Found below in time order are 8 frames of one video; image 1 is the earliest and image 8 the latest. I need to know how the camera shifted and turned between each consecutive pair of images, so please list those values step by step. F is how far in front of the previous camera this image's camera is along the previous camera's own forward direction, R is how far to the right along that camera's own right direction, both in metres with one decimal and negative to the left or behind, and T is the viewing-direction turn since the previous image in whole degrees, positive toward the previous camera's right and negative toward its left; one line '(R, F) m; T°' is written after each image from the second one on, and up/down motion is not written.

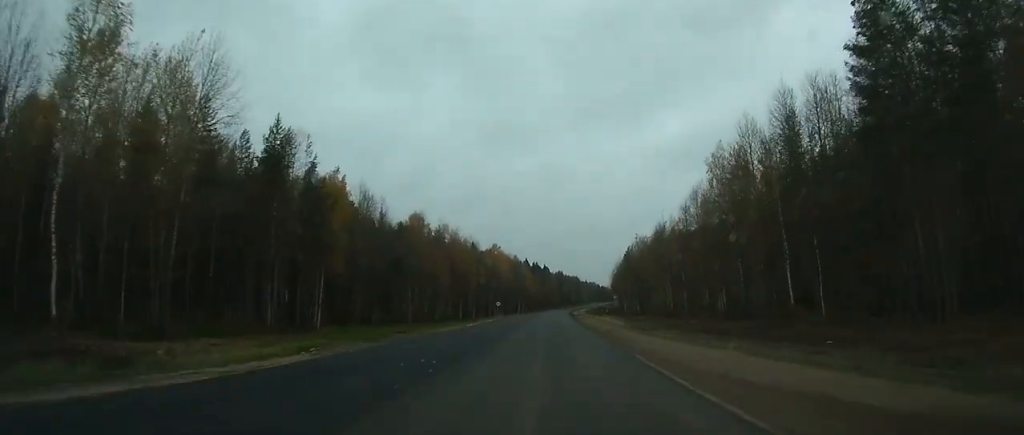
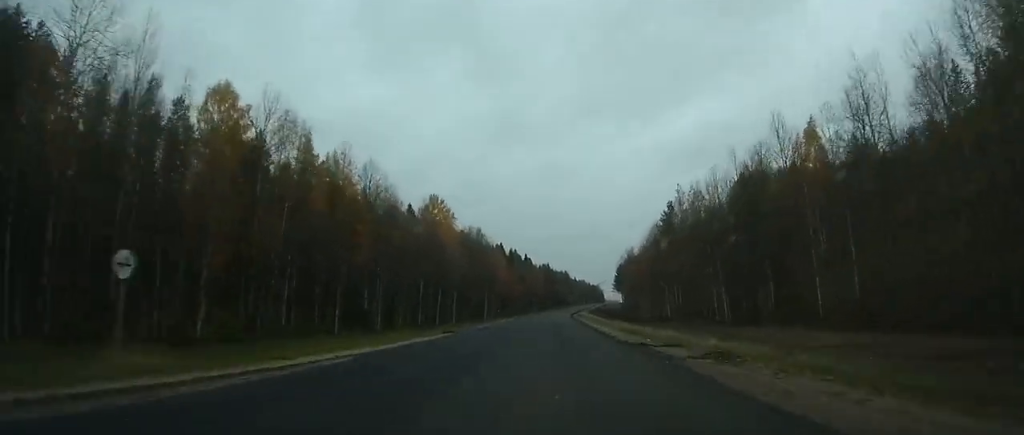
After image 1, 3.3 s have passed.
(+1.0, +88.7) m; +1°
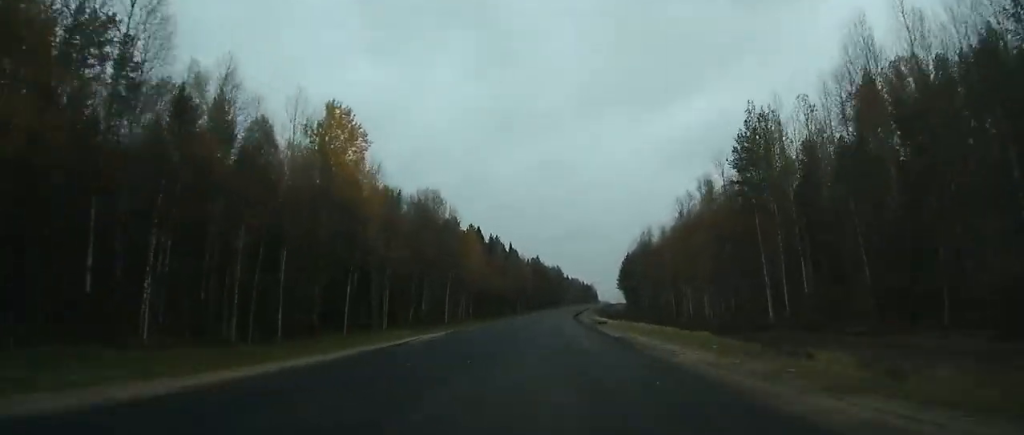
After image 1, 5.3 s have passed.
(+0.5, +54.7) m; +1°
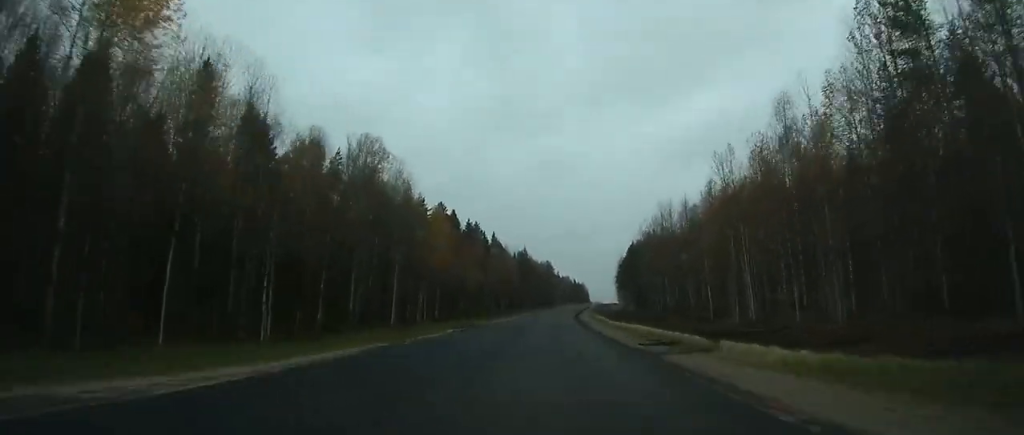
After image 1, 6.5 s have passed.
(+0.2, +35.7) m; +1°
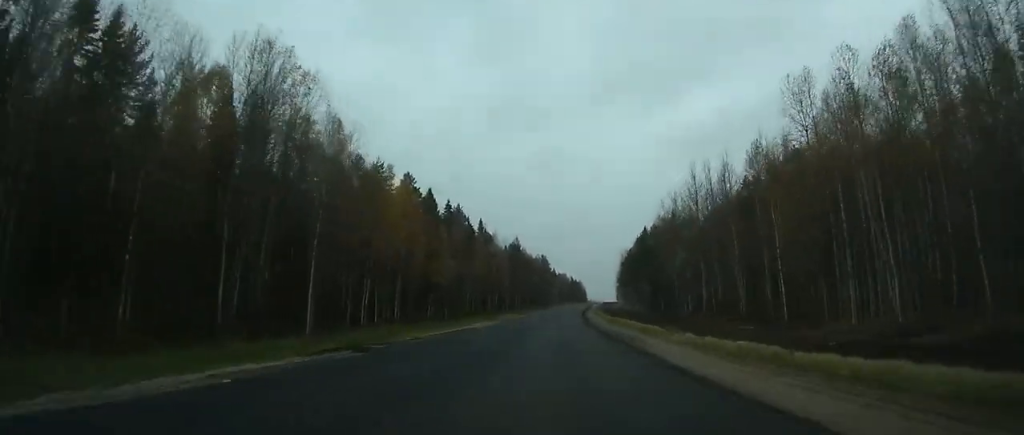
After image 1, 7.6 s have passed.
(+0.1, +29.6) m; +1°
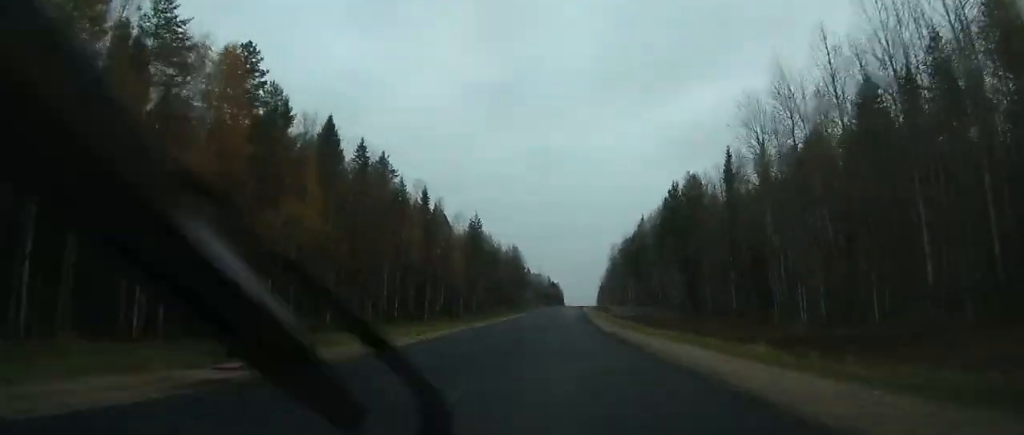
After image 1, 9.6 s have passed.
(+0.9, +54.4) m; +2°
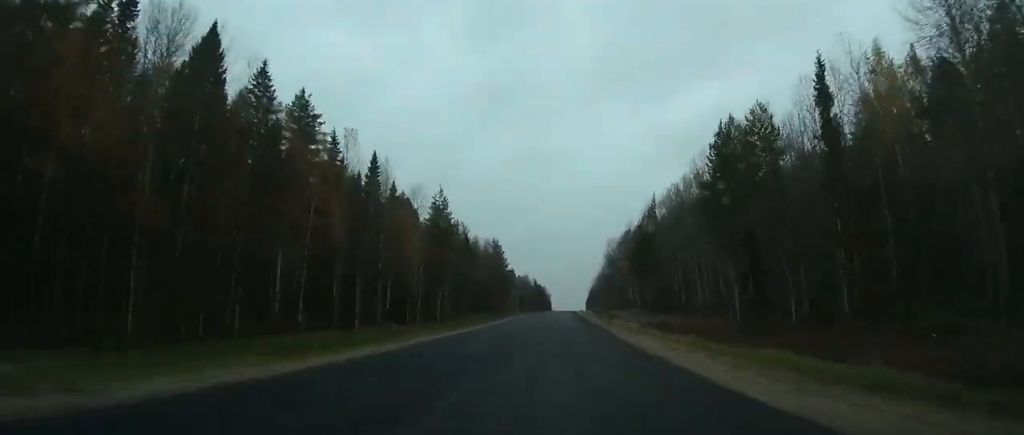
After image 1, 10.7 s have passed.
(+0.4, +30.8) m; +1°
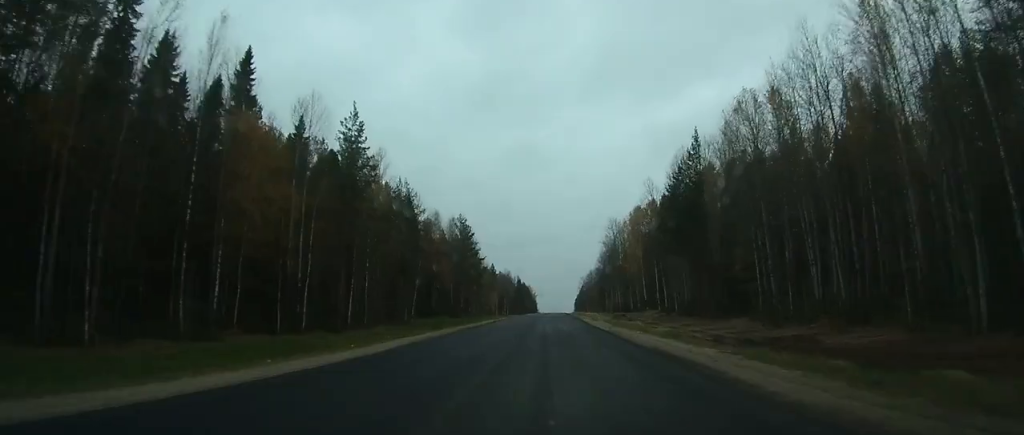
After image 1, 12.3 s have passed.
(+0.6, +42.4) m; +1°
